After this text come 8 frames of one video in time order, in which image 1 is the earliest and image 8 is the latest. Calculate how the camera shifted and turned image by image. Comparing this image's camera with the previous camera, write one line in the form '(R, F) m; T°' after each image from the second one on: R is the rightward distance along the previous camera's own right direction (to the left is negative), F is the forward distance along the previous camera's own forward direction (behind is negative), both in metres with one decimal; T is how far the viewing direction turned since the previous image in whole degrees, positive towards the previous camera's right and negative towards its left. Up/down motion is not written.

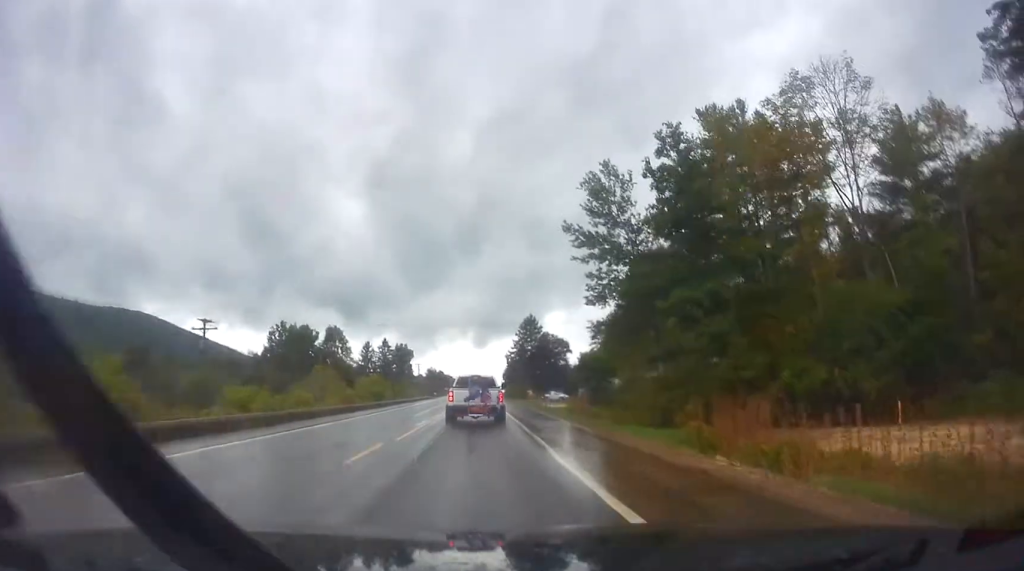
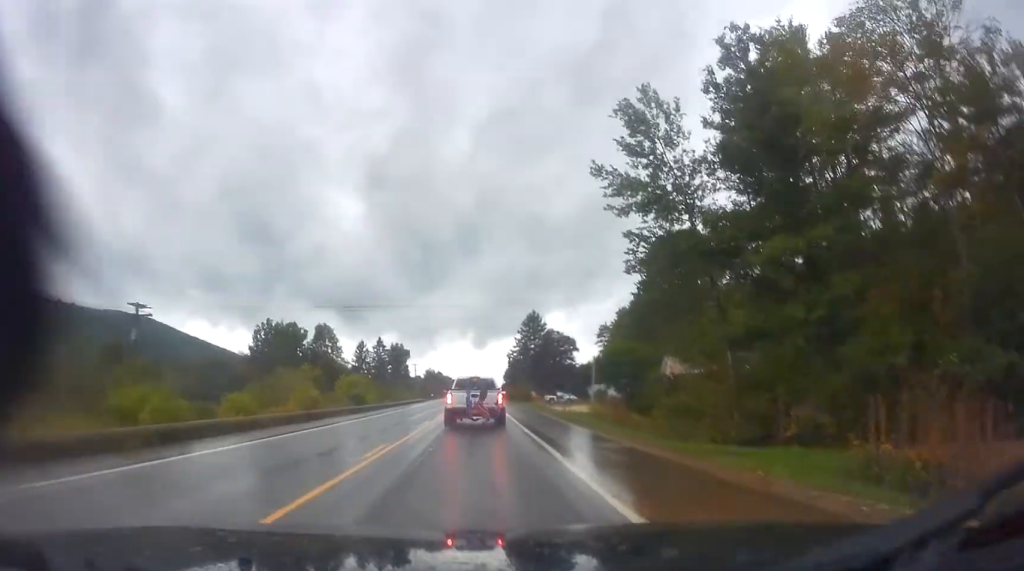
(+0.1, +11.2) m; -1°
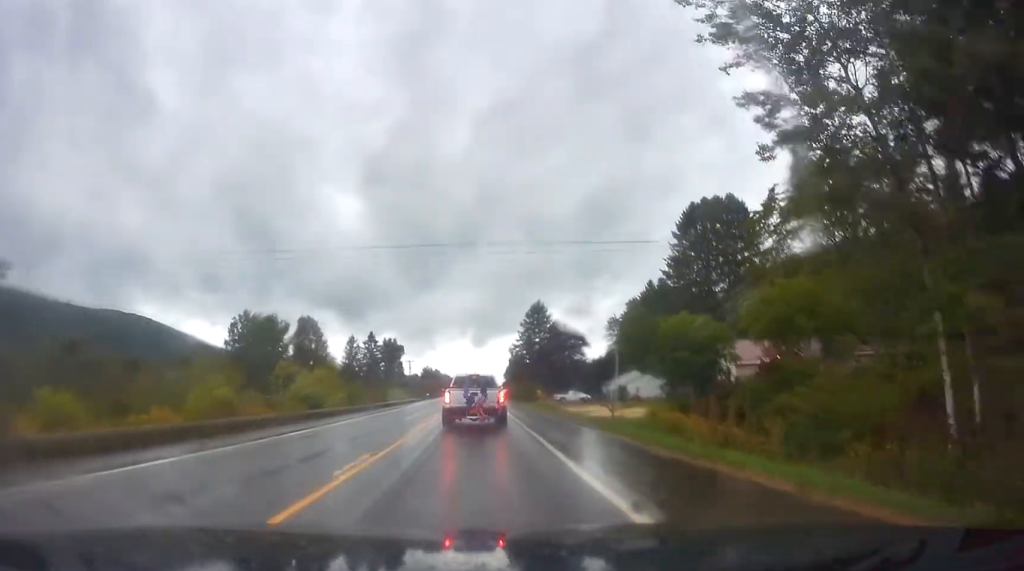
(+0.2, +14.9) m; 0°
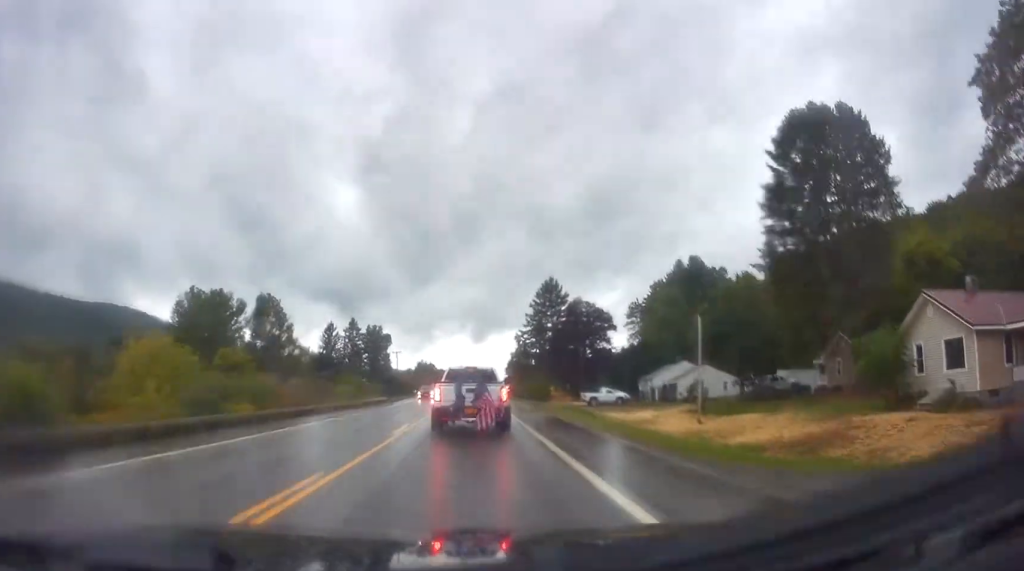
(+0.1, +27.3) m; +2°
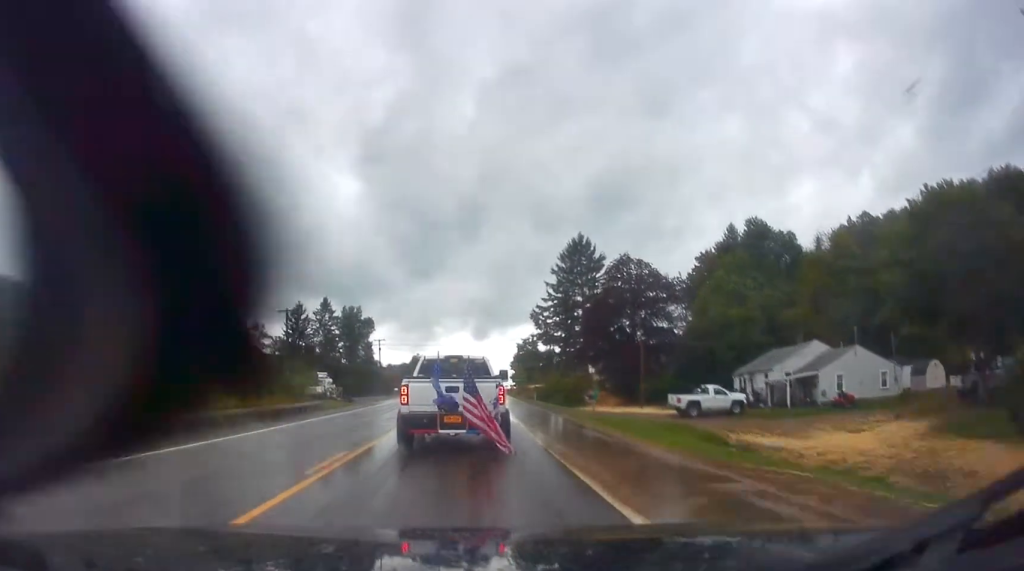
(-0.6, +35.3) m; -1°
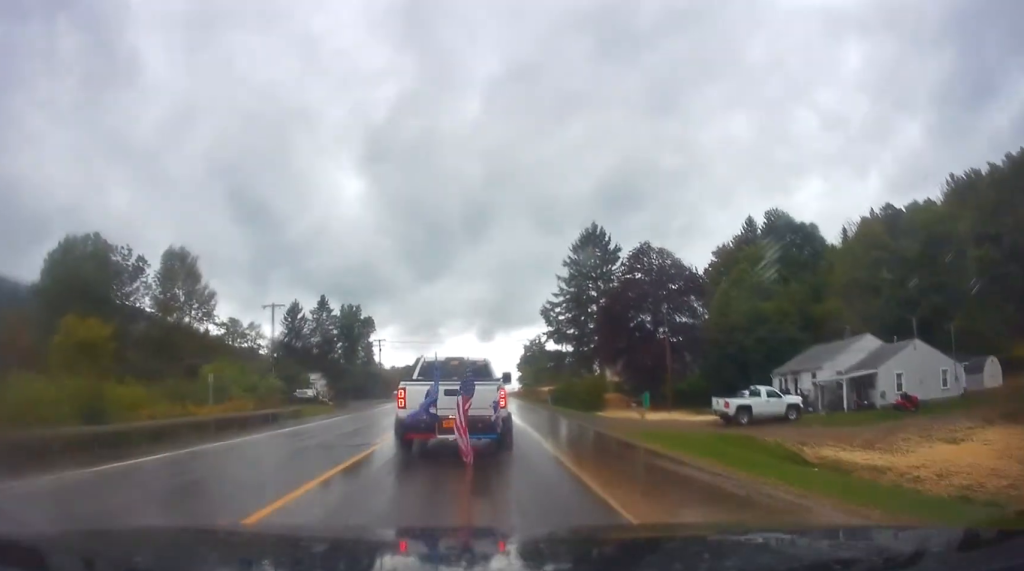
(+0.4, +7.8) m; 0°
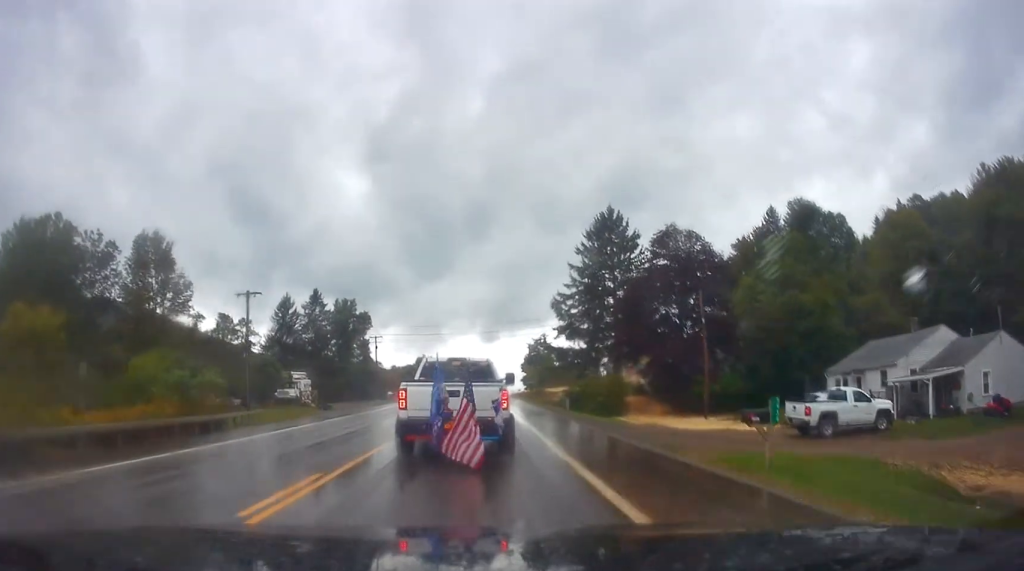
(+0.1, +9.8) m; -1°
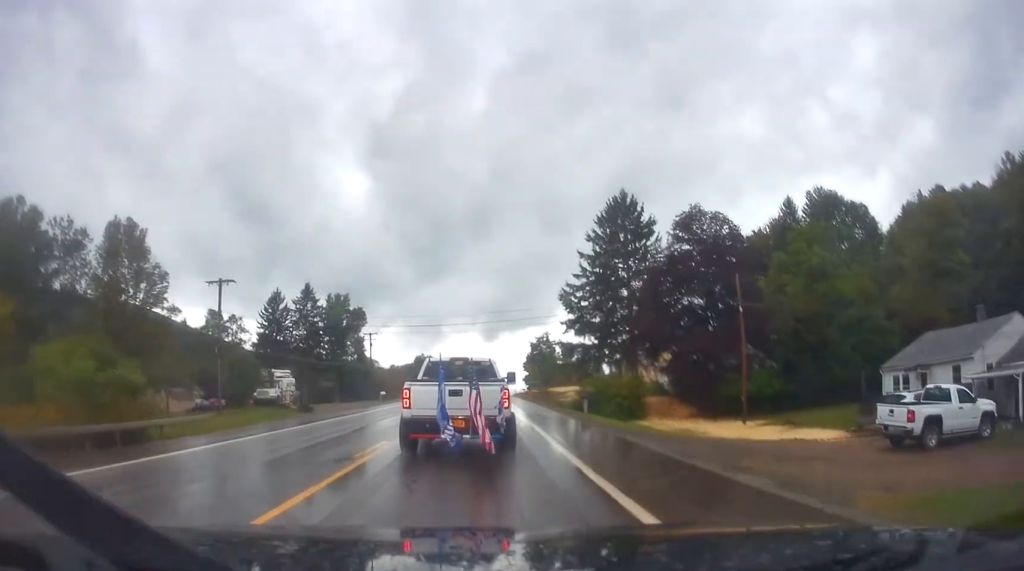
(-0.3, +8.0) m; -2°
